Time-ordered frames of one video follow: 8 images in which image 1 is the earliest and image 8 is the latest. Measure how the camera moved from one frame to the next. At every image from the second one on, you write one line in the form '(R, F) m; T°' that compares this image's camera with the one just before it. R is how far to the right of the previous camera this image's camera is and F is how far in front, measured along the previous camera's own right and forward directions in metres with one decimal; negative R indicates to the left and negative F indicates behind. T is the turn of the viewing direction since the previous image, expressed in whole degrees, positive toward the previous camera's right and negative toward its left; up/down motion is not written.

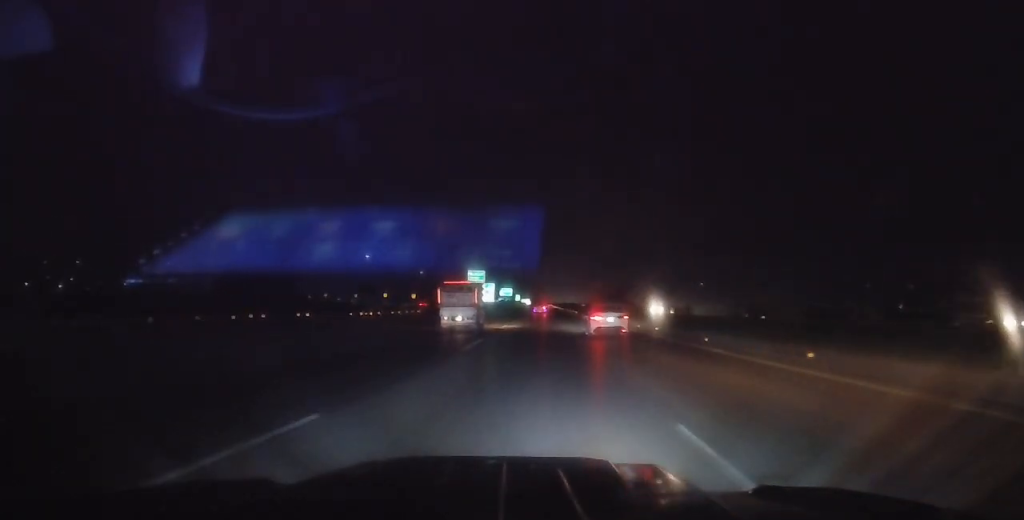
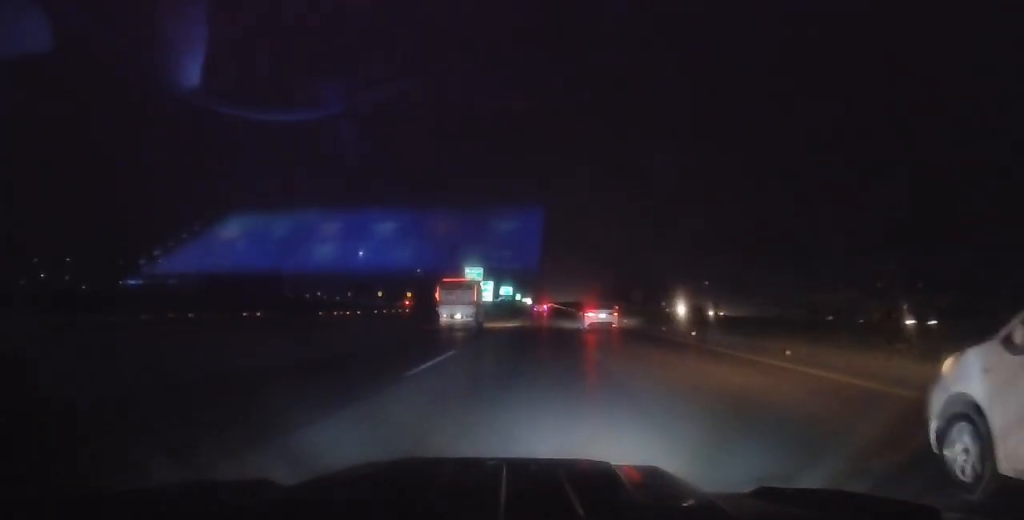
(0.0, +7.4) m; -1°
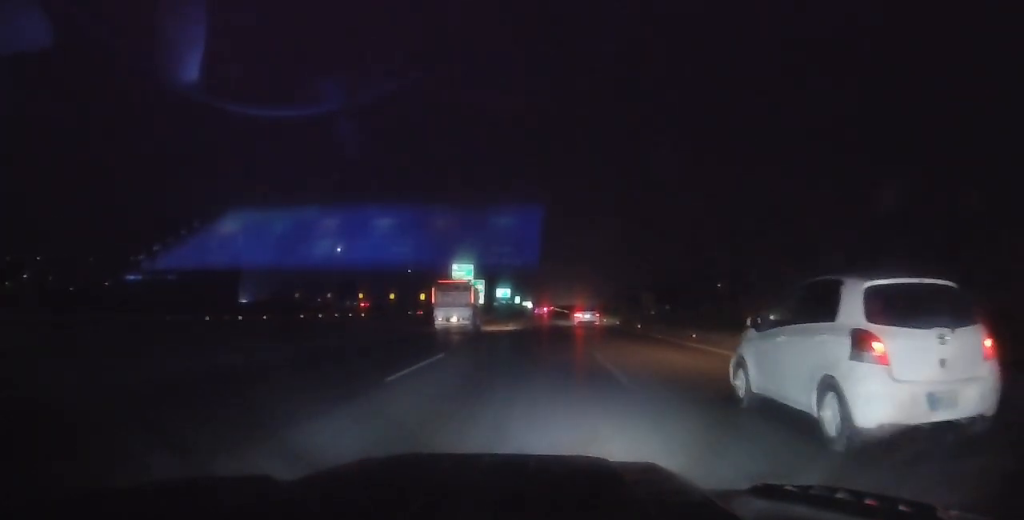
(-0.3, +19.2) m; -1°
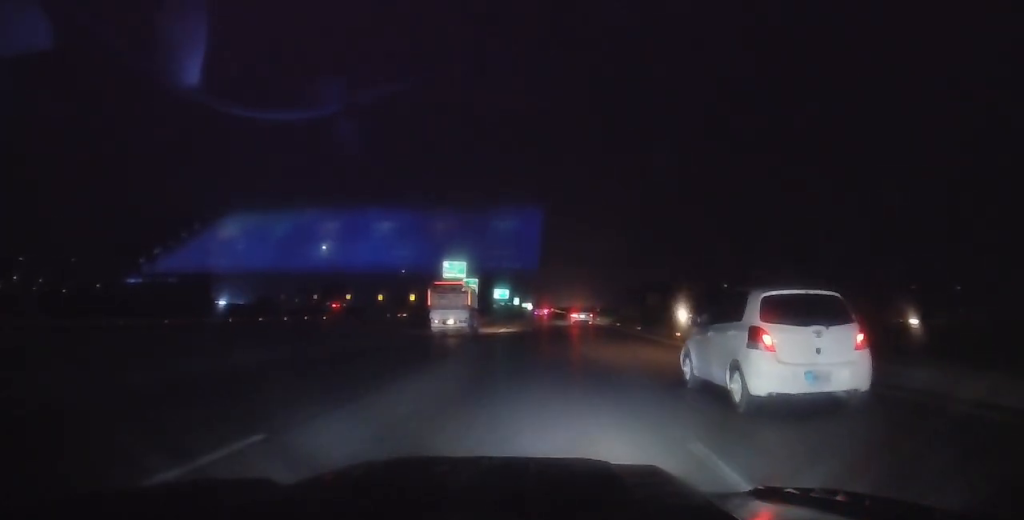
(0.0, +10.4) m; 0°
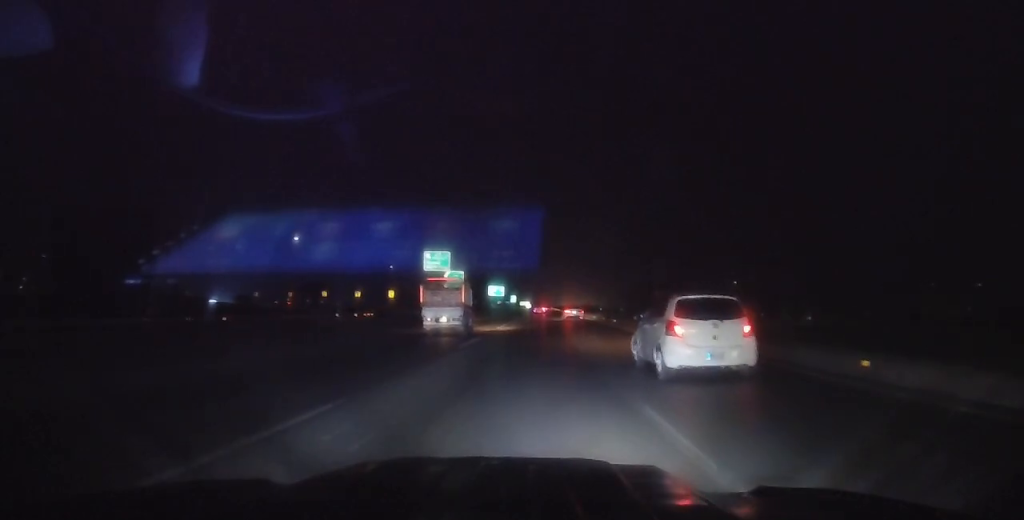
(+0.3, +15.4) m; +1°
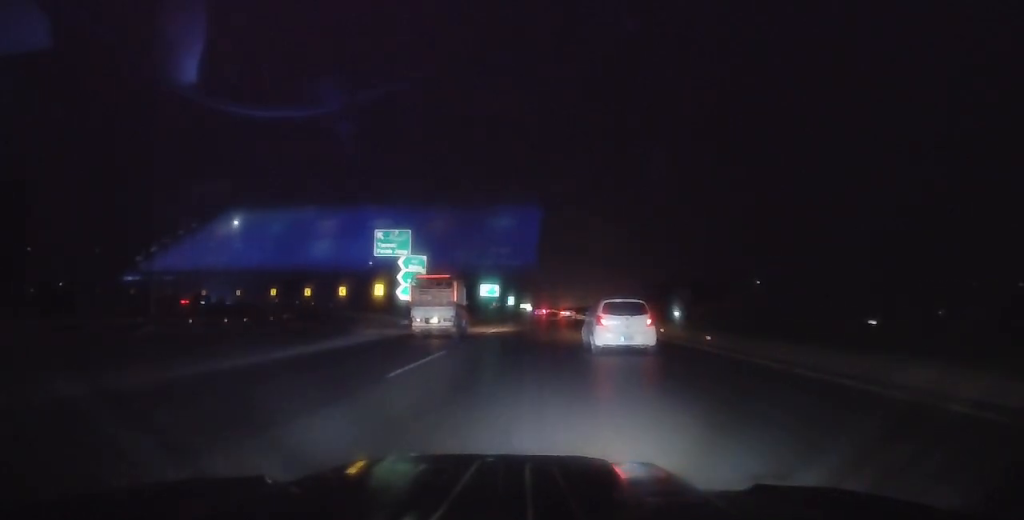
(0.0, +26.4) m; +1°
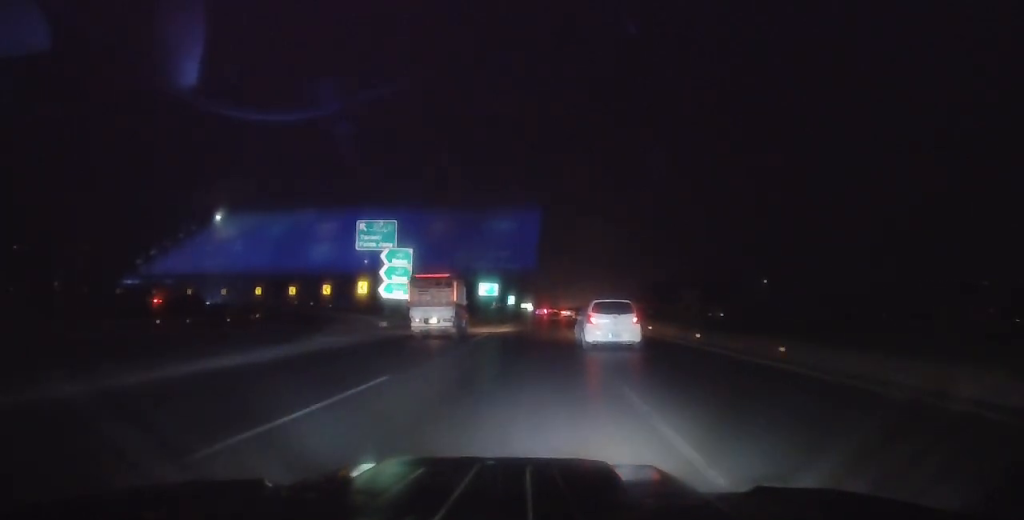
(+0.1, +6.4) m; 0°
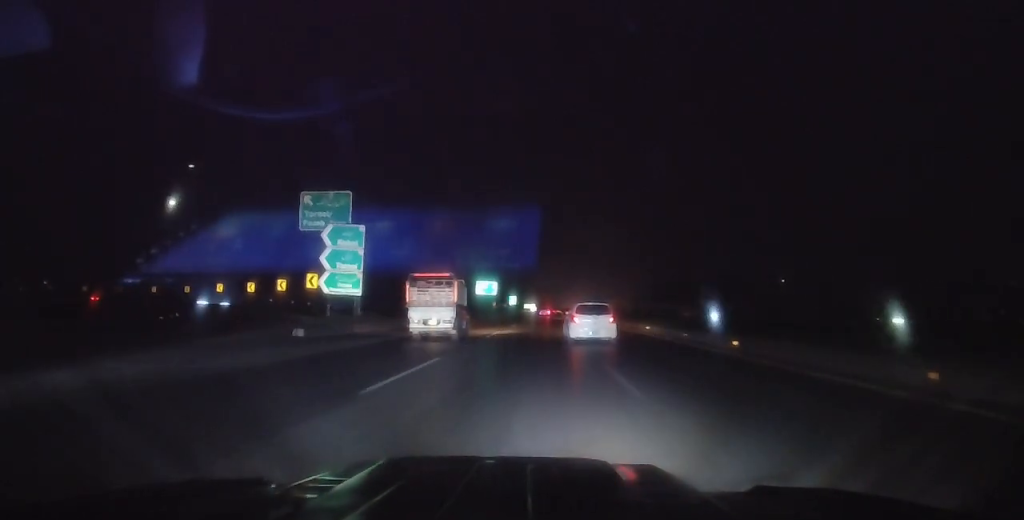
(+0.1, +14.1) m; -1°
